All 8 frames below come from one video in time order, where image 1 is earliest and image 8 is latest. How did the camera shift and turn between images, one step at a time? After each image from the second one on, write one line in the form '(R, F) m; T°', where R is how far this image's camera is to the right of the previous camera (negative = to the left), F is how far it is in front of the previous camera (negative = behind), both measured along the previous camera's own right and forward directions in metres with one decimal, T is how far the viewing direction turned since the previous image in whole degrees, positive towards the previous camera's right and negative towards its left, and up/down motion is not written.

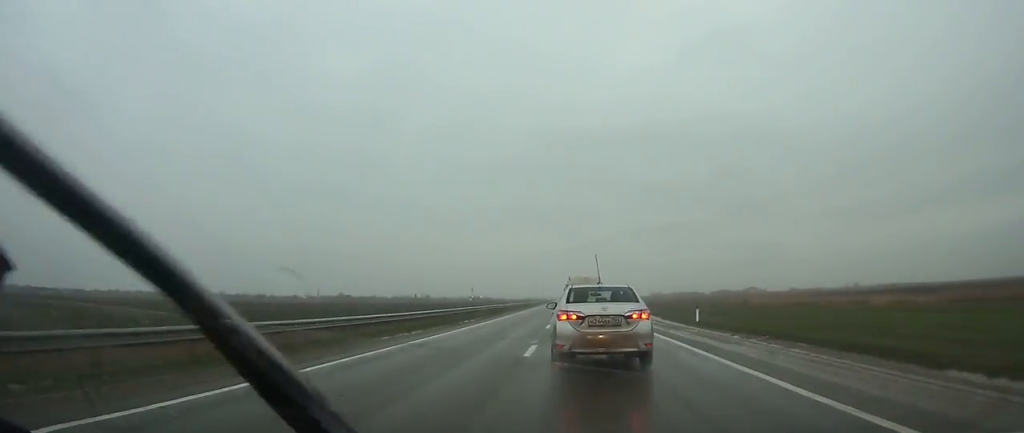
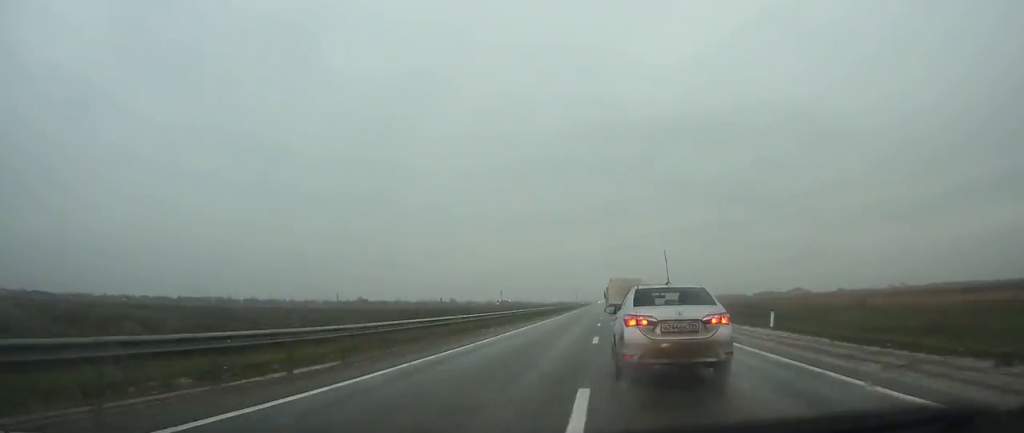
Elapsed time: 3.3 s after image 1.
(-0.5, +54.1) m; 0°
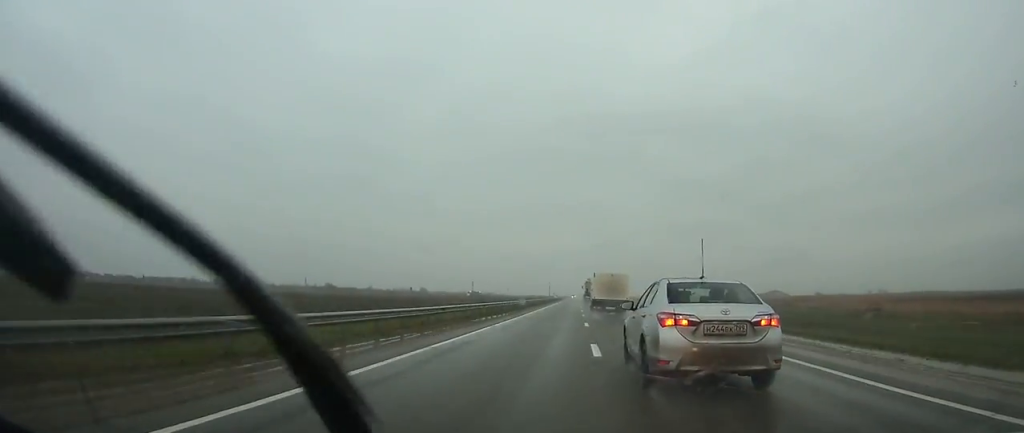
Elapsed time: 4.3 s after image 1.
(-0.2, +16.2) m; +1°
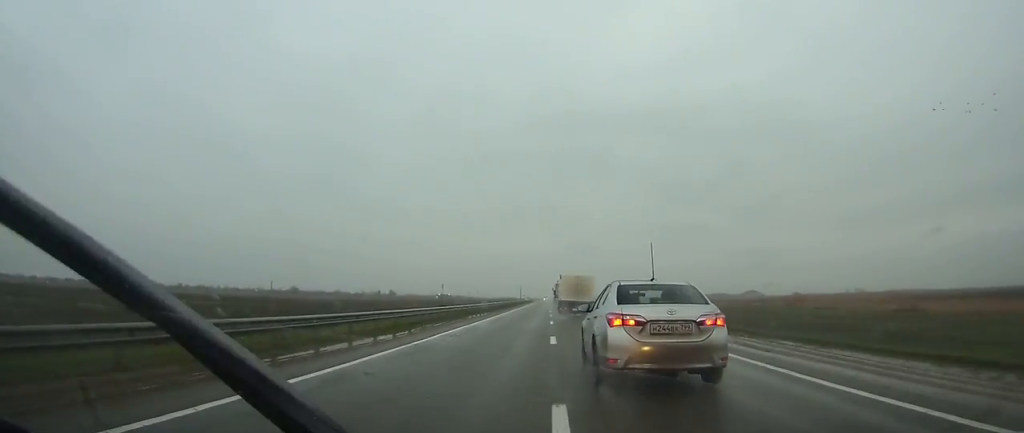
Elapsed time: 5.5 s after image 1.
(+0.6, +19.9) m; +1°
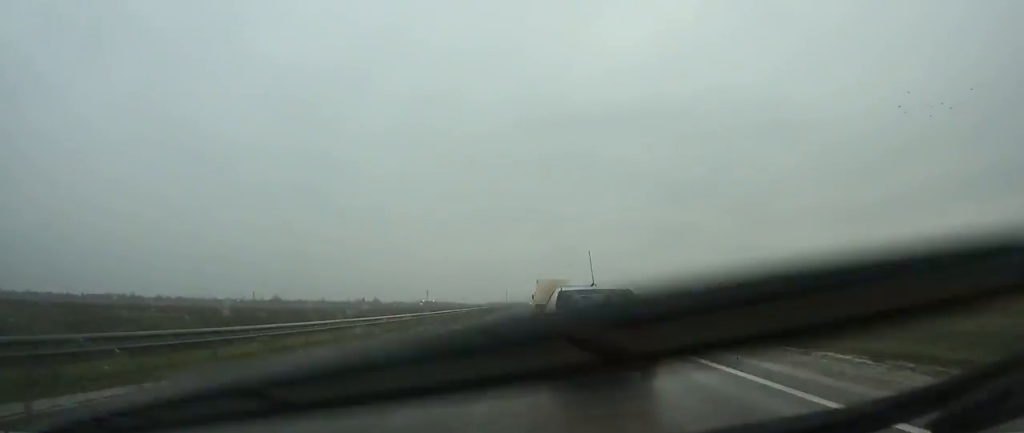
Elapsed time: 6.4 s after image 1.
(+0.2, +13.6) m; 0°
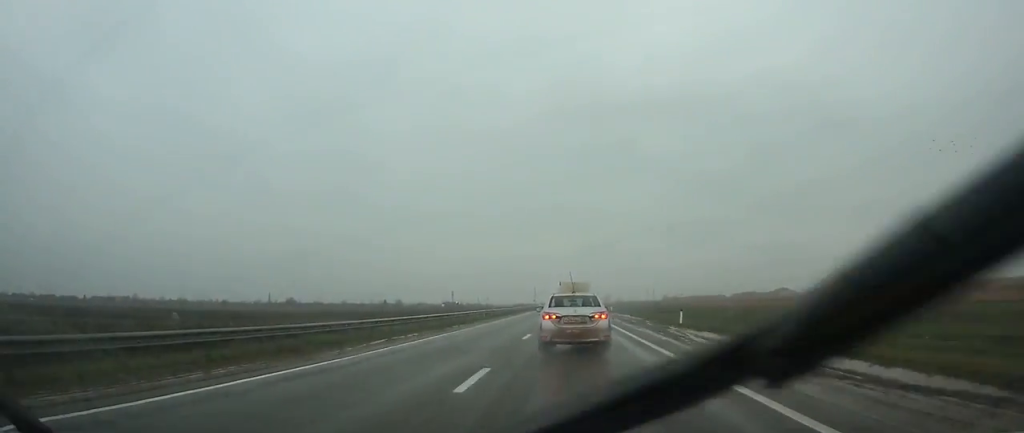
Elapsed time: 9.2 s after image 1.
(-0.8, +43.7) m; -2°
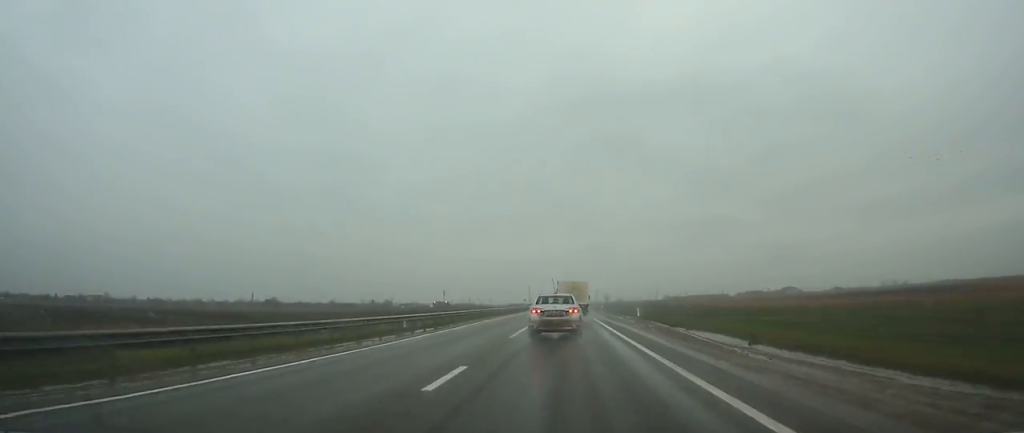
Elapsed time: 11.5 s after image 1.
(-0.2, +36.1) m; -1°
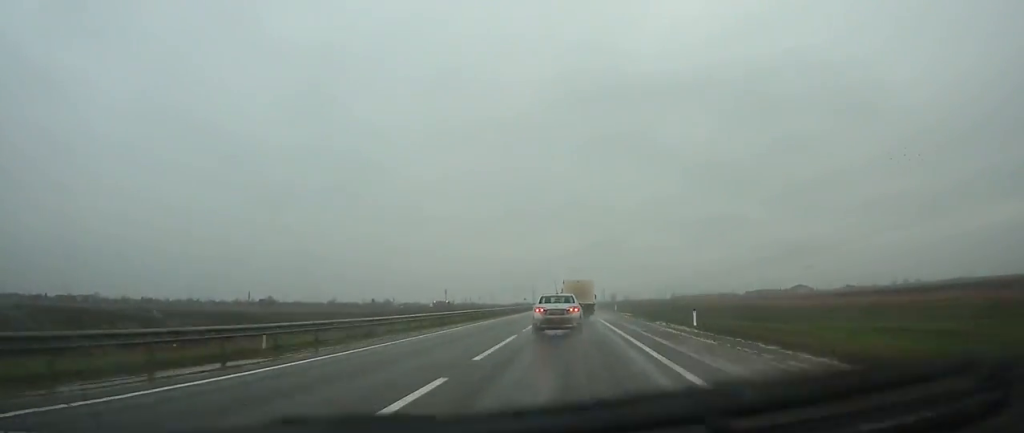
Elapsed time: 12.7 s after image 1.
(0.0, +19.5) m; 0°
